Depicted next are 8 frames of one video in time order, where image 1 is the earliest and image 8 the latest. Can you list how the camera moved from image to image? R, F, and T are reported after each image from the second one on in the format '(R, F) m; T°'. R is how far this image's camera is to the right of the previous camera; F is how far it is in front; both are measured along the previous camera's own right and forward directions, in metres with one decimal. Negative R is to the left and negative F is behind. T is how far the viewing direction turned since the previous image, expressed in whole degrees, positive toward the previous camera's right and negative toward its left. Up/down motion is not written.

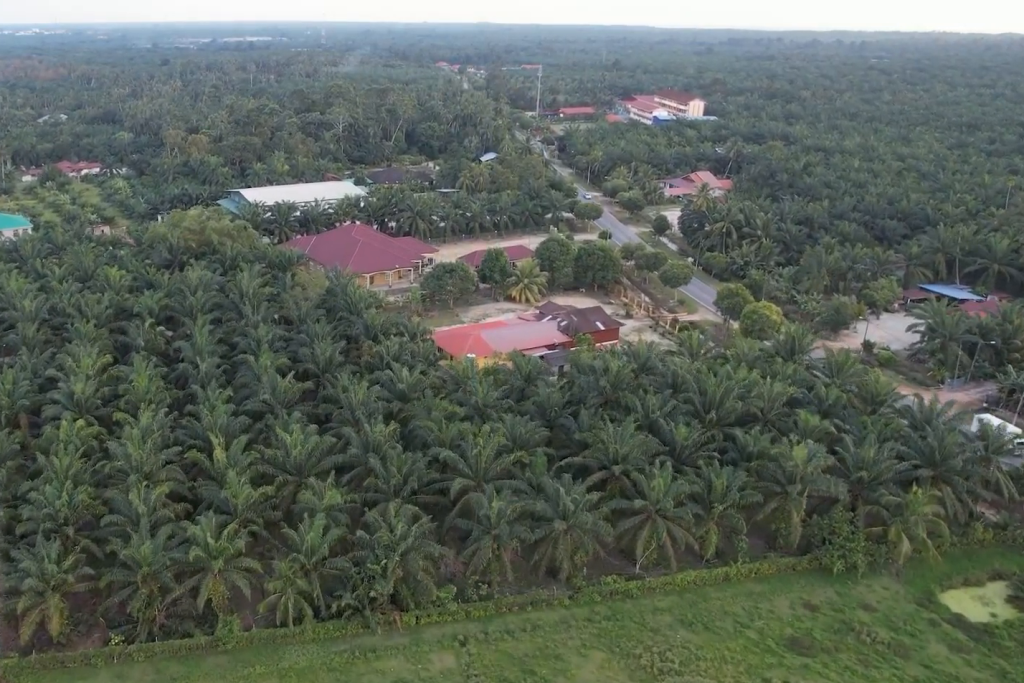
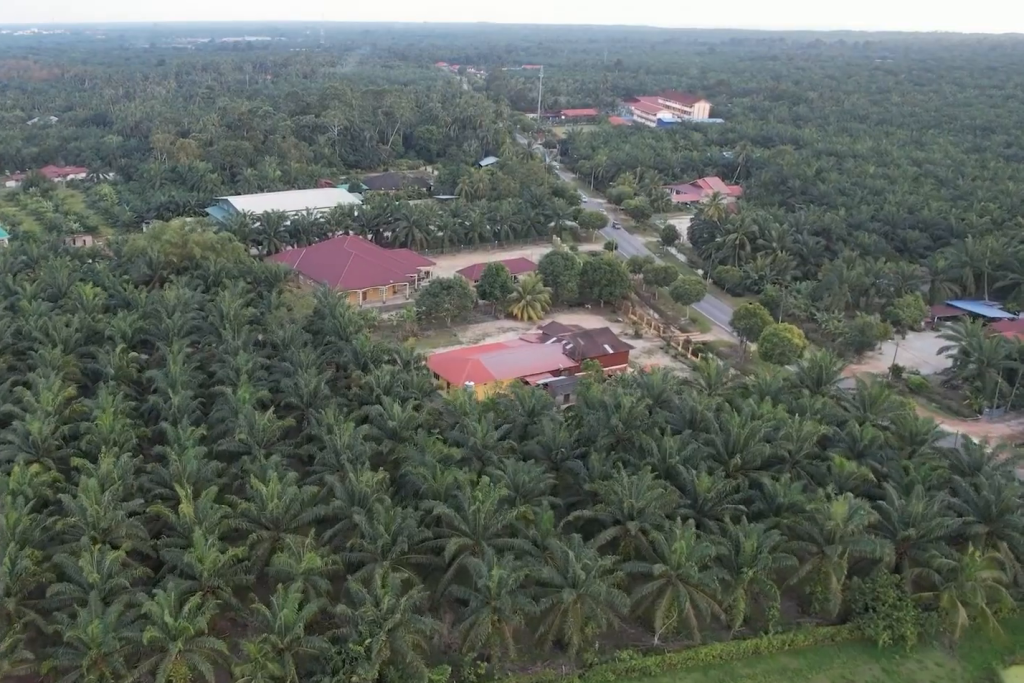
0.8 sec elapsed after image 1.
(0.0, +11.5) m; 0°
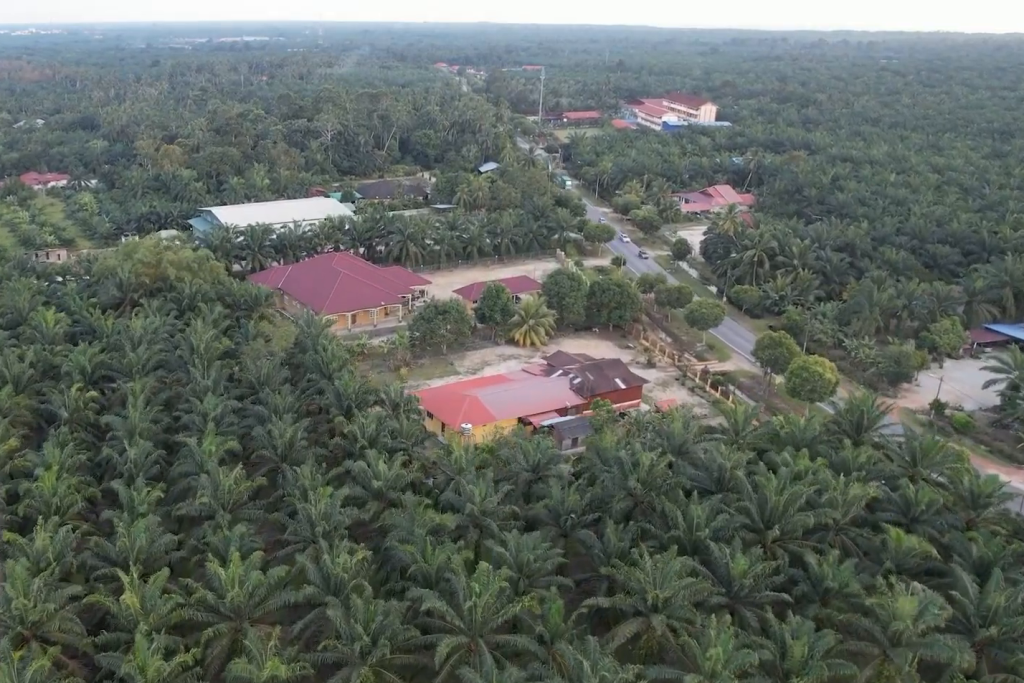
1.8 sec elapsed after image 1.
(0.0, +14.6) m; 0°
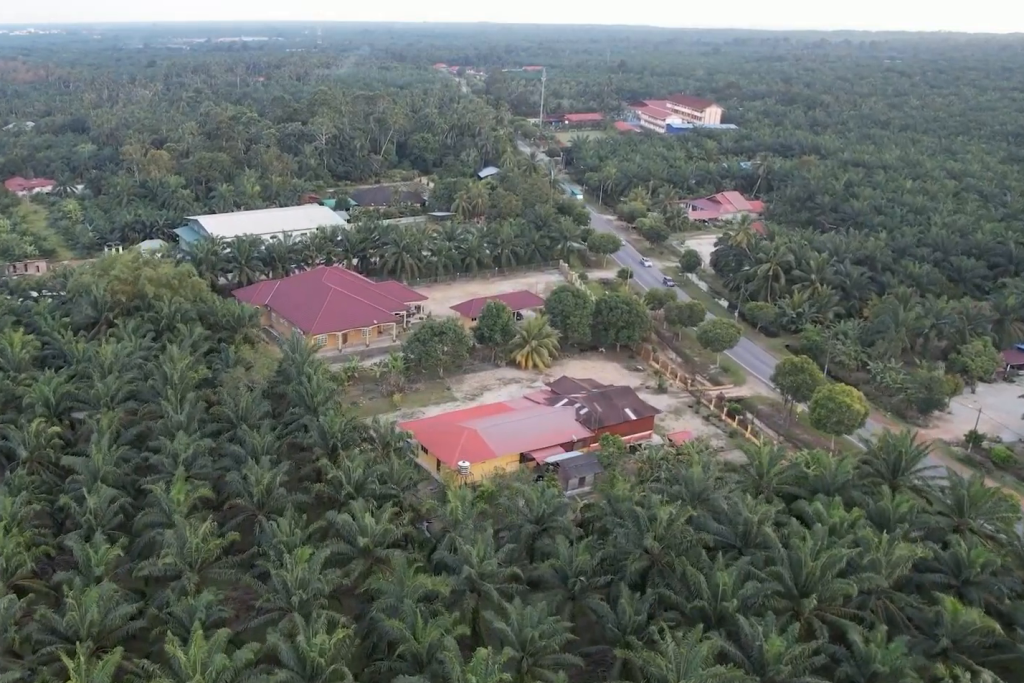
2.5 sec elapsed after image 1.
(0.0, +10.9) m; 0°
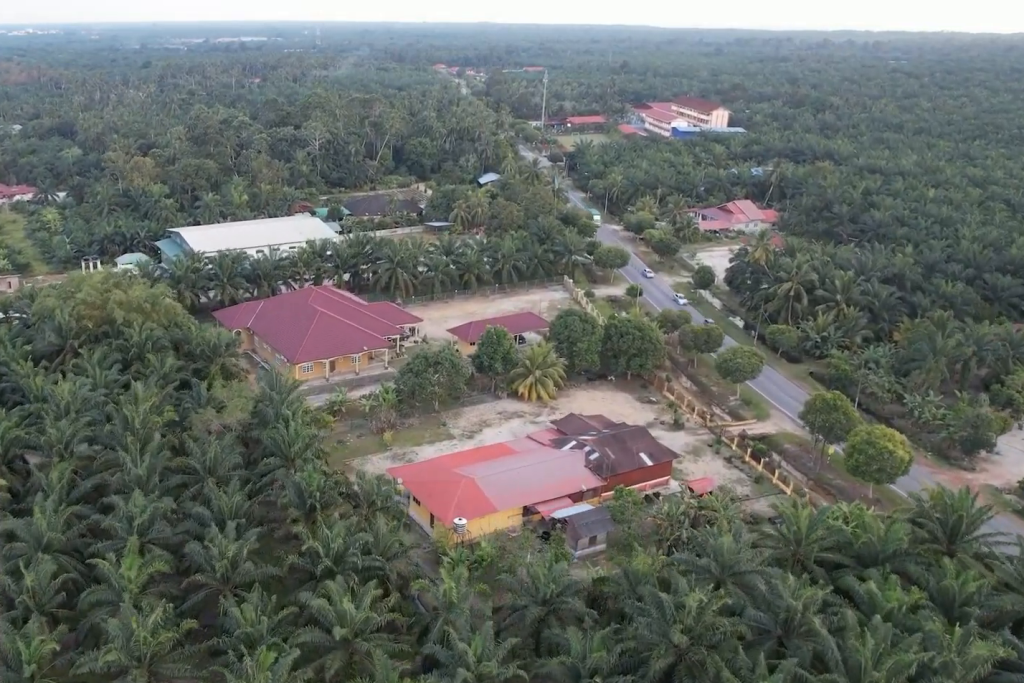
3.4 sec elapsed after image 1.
(0.0, +12.7) m; 0°
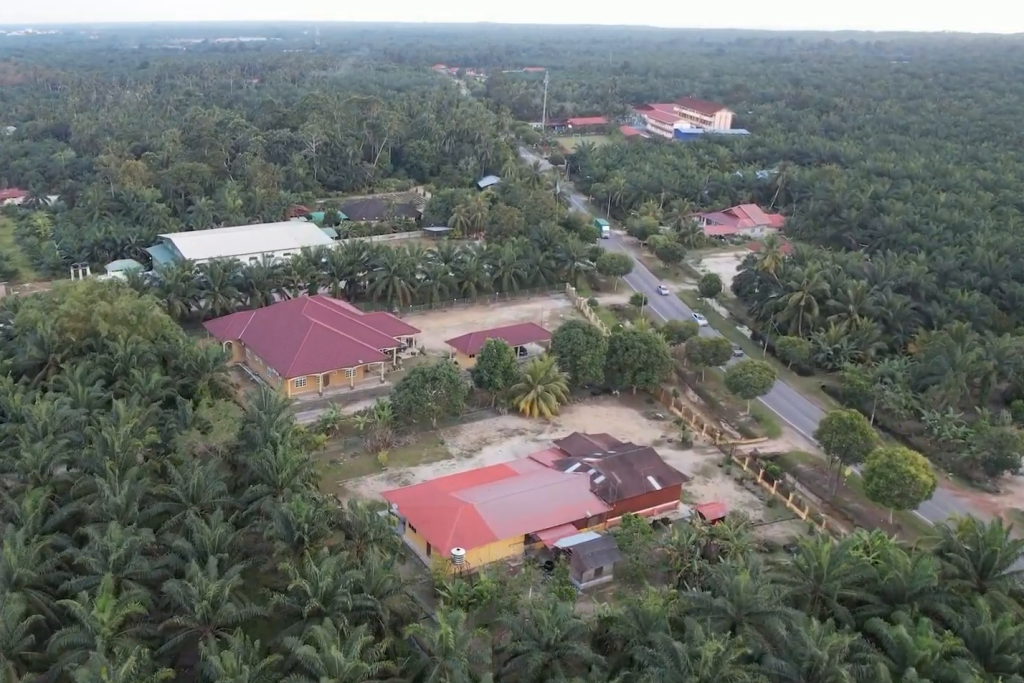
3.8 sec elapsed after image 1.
(0.0, +6.1) m; 0°
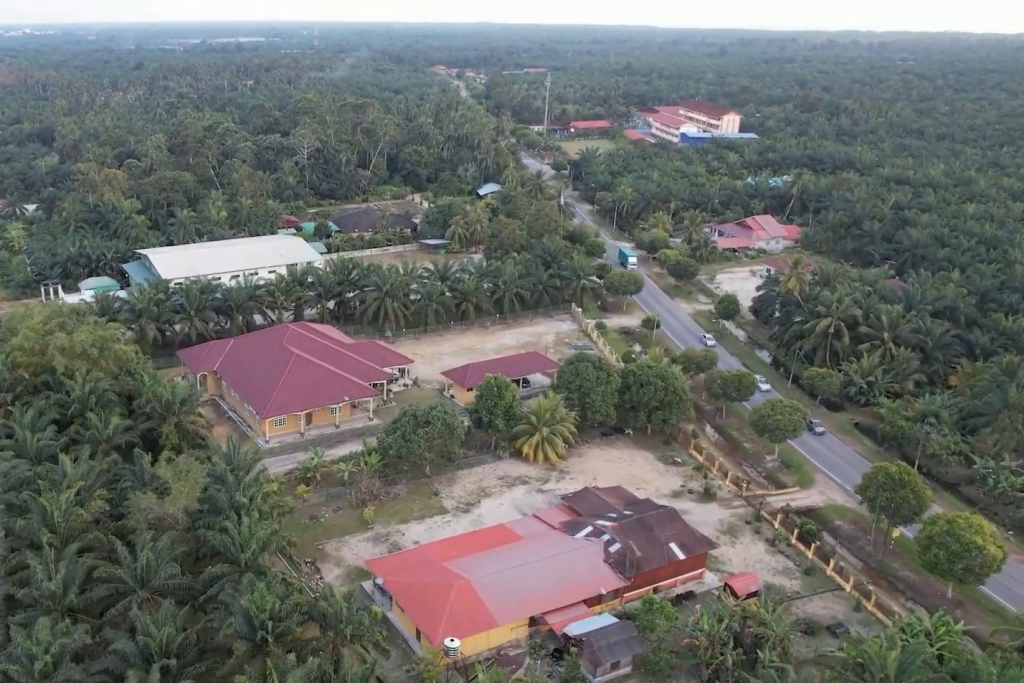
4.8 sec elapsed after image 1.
(0.0, +13.9) m; 0°
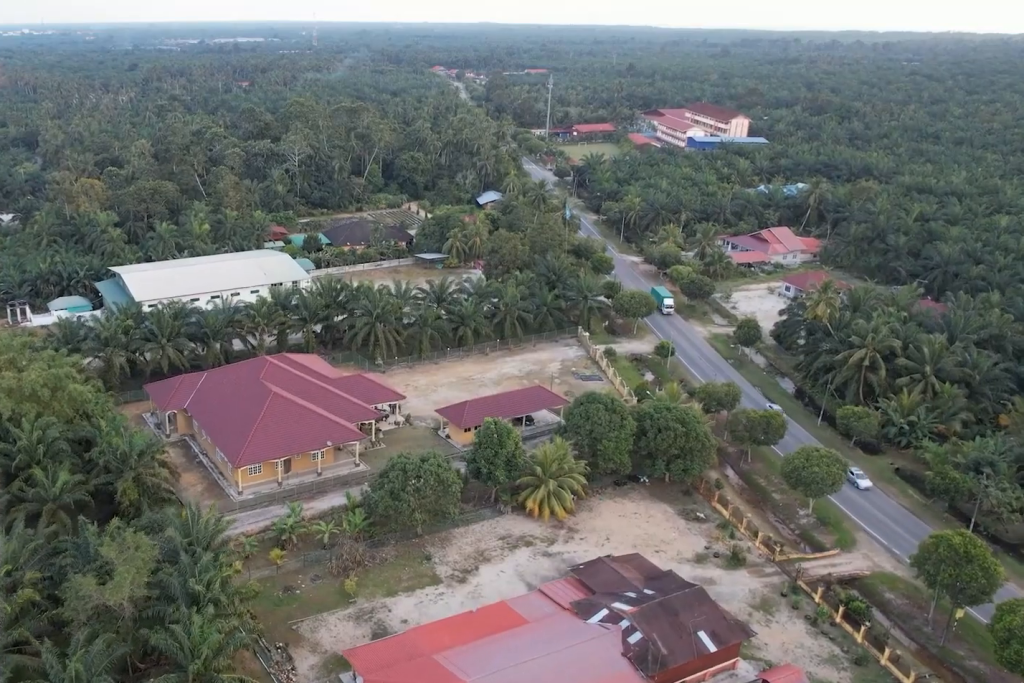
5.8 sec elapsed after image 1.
(0.0, +13.9) m; 0°
